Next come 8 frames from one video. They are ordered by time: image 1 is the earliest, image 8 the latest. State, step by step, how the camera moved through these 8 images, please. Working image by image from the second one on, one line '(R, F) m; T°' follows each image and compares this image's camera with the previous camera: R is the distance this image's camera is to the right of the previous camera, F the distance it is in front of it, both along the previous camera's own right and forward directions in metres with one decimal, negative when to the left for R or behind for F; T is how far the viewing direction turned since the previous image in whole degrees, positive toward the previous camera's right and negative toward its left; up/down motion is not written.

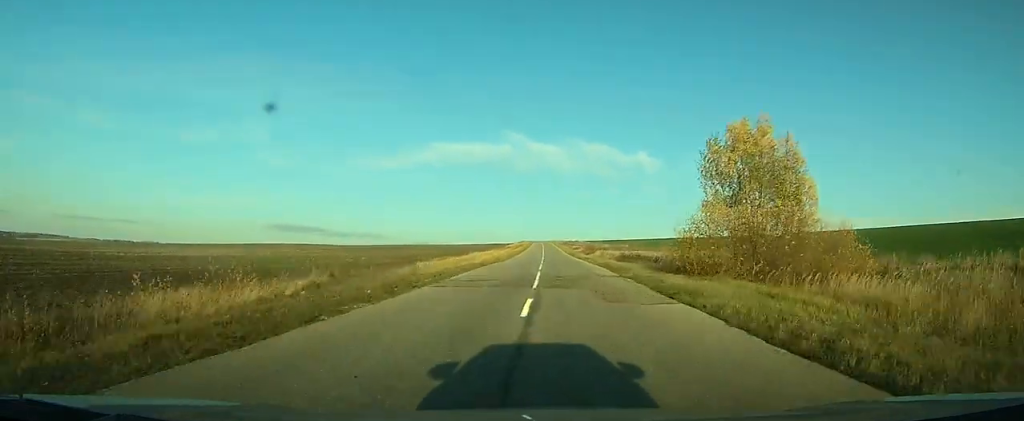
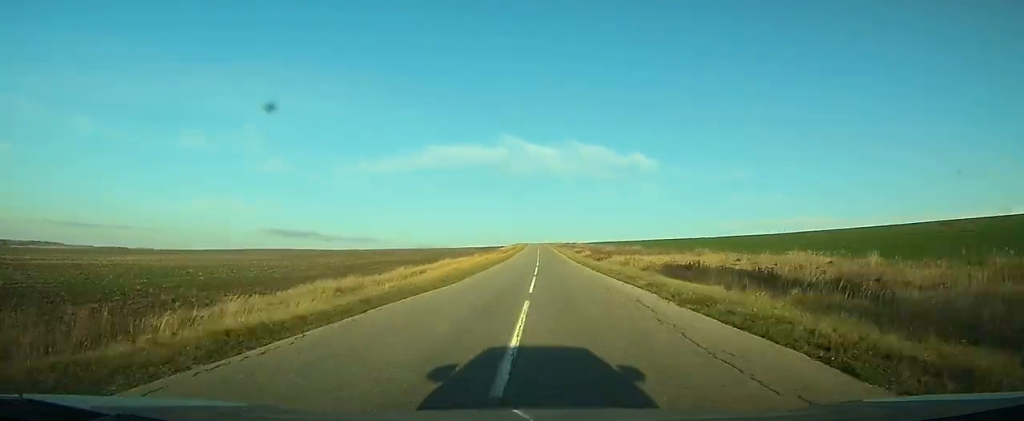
(0.0, +21.6) m; 0°
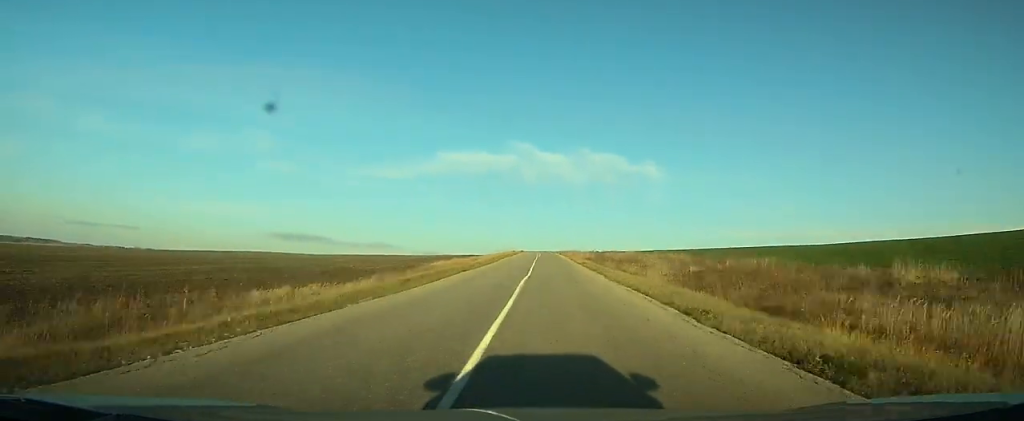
(0.0, +99.8) m; 0°
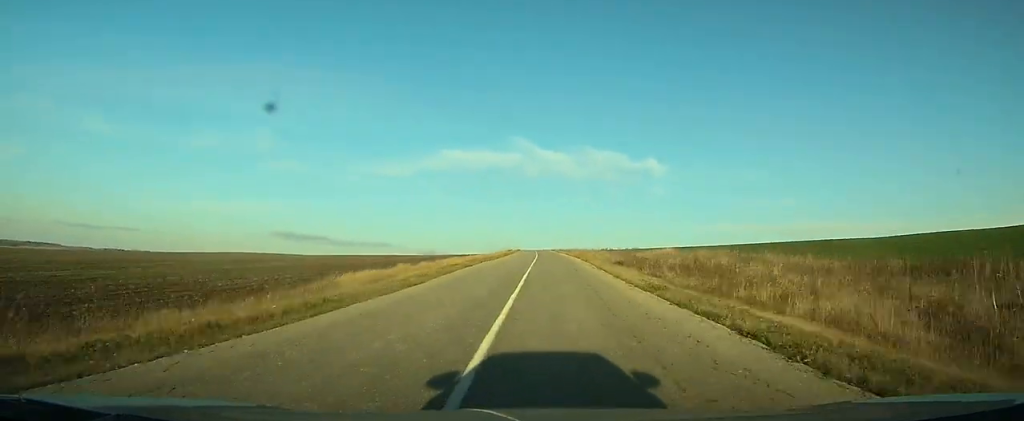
(-0.1, +28.0) m; 0°
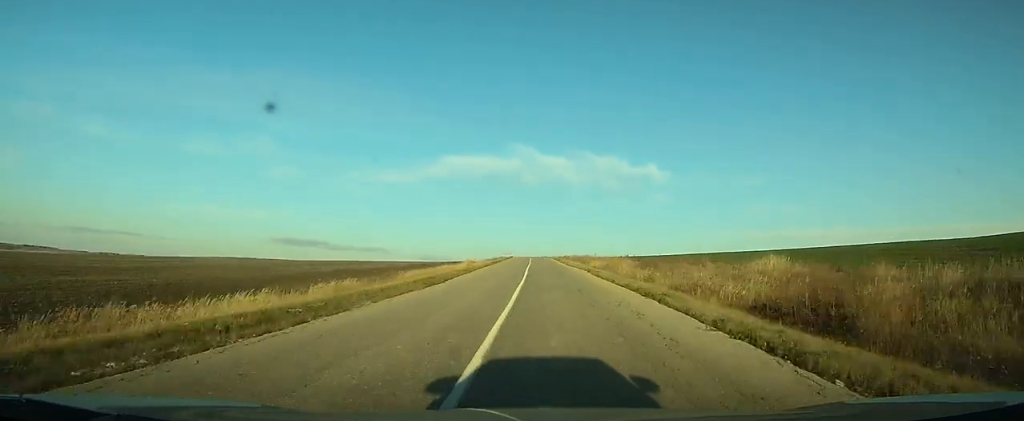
(0.0, +31.4) m; 0°
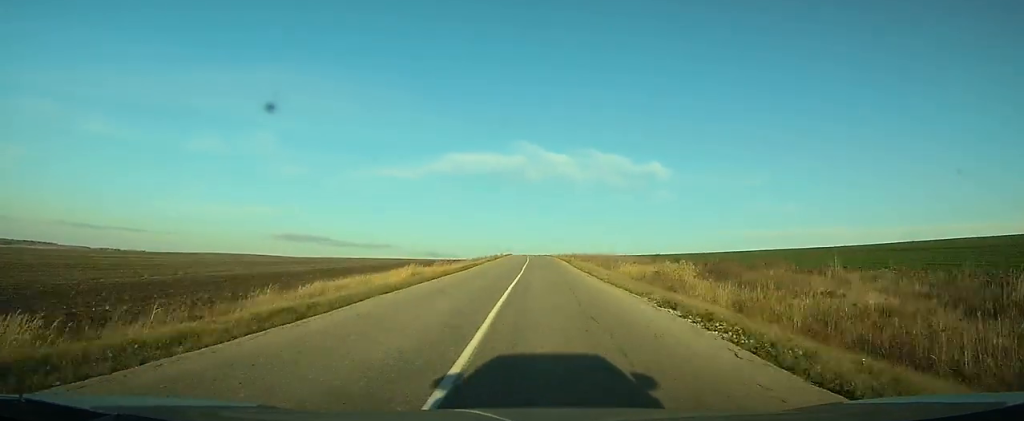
(0.0, +22.1) m; 0°
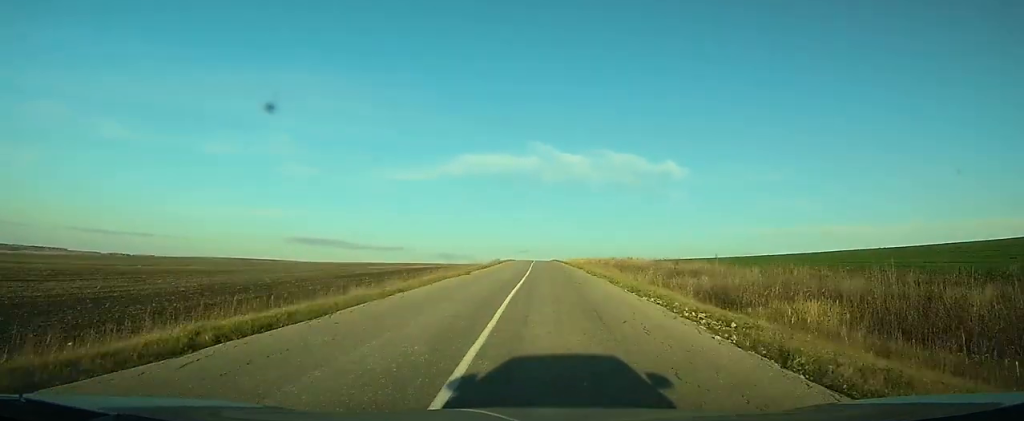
(-0.4, +51.6) m; -1°
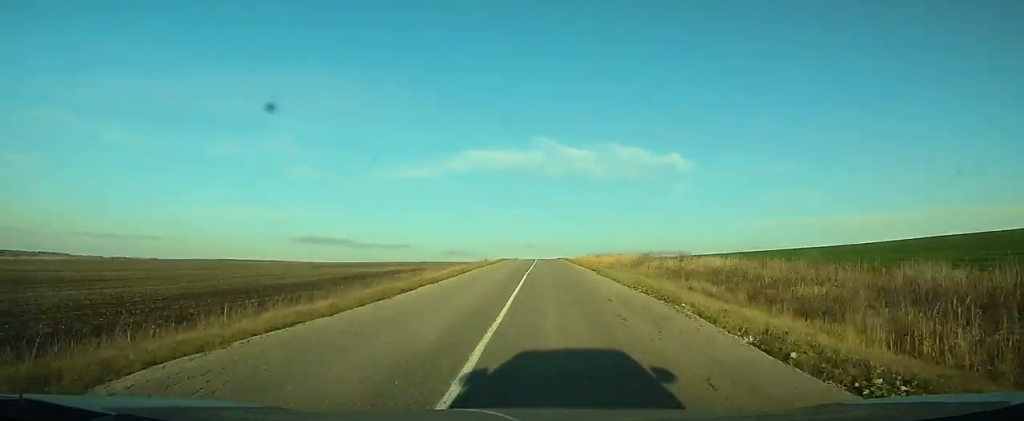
(0.0, +25.8) m; 0°
